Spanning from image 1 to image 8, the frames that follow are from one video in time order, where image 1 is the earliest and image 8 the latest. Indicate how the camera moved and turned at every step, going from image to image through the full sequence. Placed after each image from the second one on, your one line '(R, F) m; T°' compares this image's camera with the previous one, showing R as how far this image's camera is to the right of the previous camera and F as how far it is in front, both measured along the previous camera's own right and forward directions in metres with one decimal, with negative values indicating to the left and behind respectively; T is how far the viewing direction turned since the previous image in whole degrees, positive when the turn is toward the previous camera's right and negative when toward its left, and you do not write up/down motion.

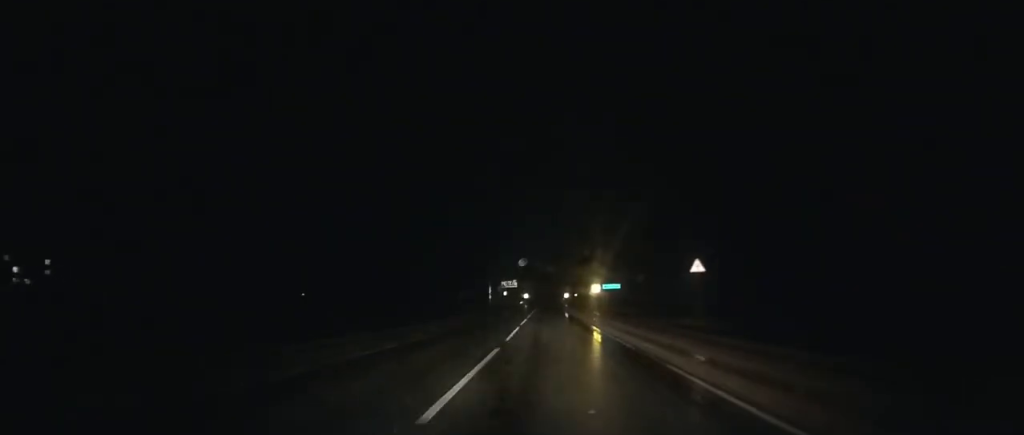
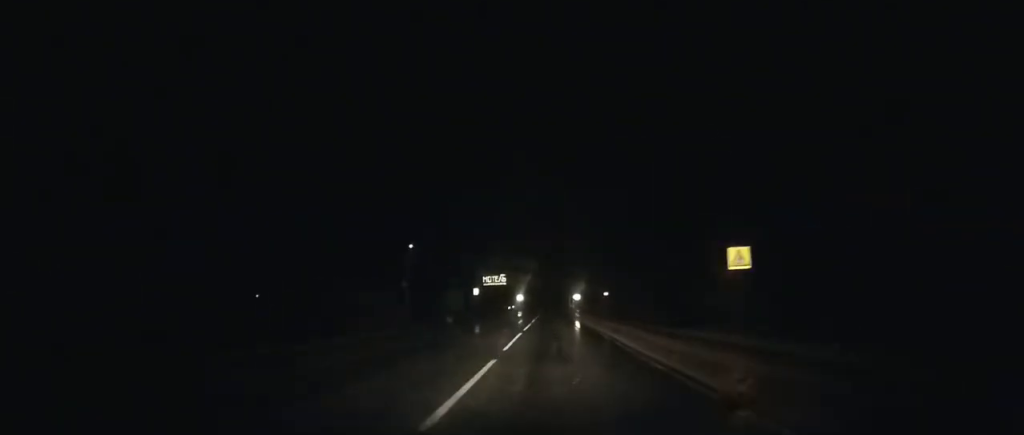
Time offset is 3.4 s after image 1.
(-0.8, +73.0) m; 0°
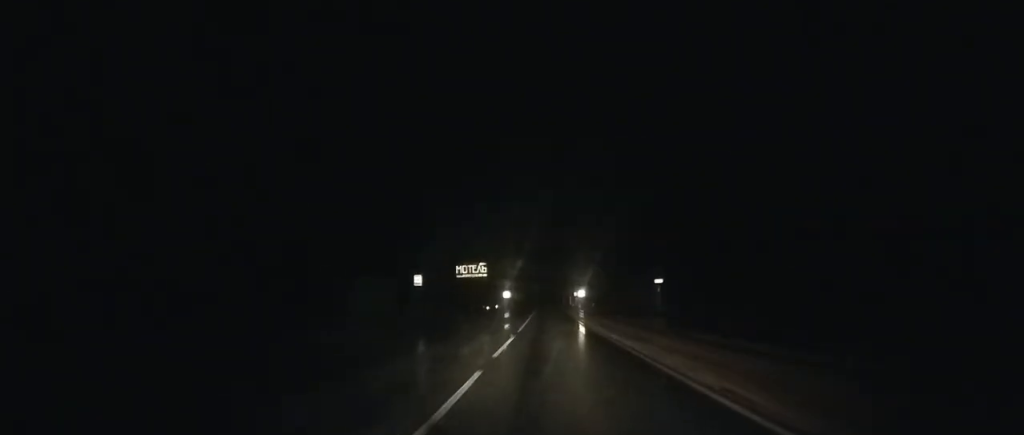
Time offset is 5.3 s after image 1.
(0.0, +39.2) m; 0°
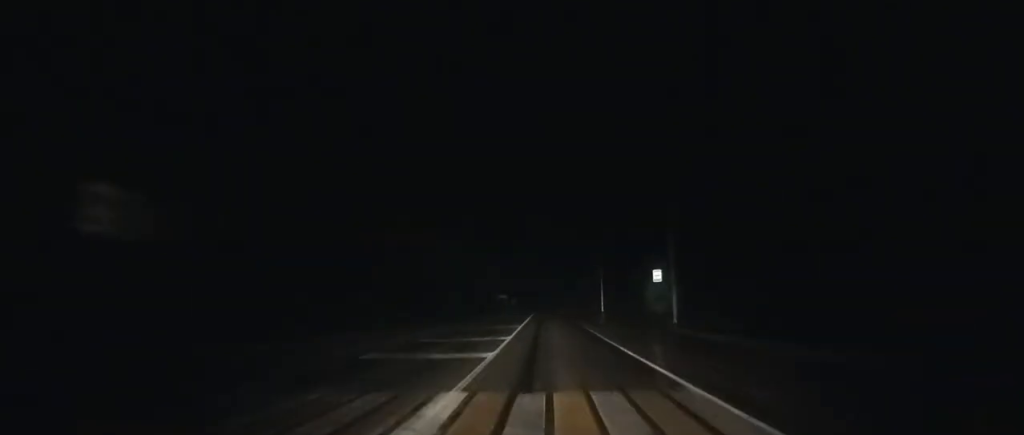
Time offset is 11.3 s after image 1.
(+1.1, +119.4) m; +1°
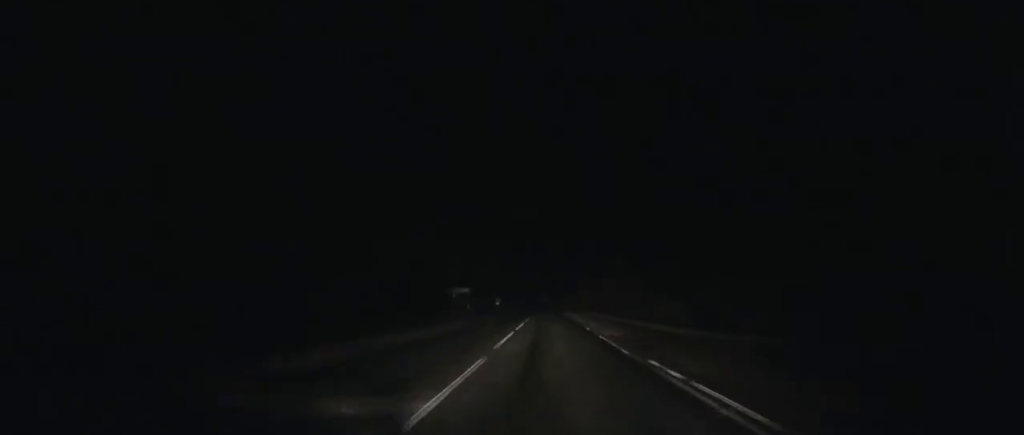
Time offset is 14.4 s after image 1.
(0.0, +65.2) m; 0°
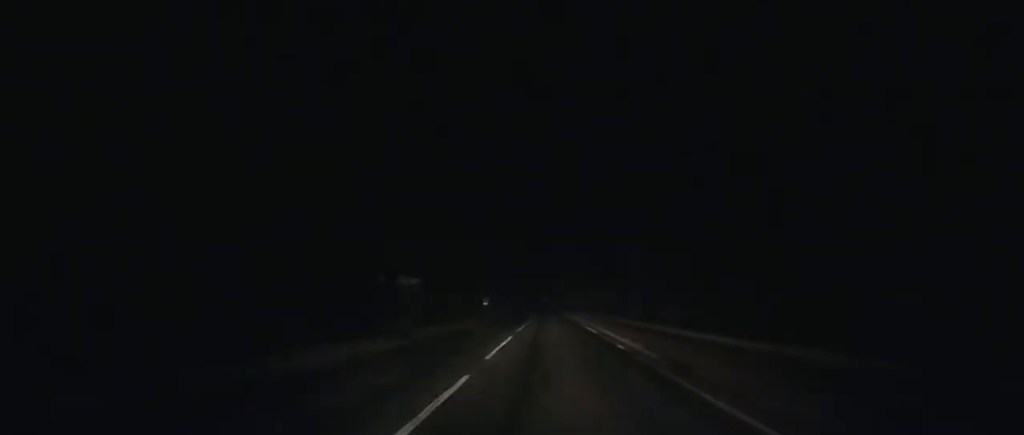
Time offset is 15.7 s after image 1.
(0.0, +28.0) m; 0°
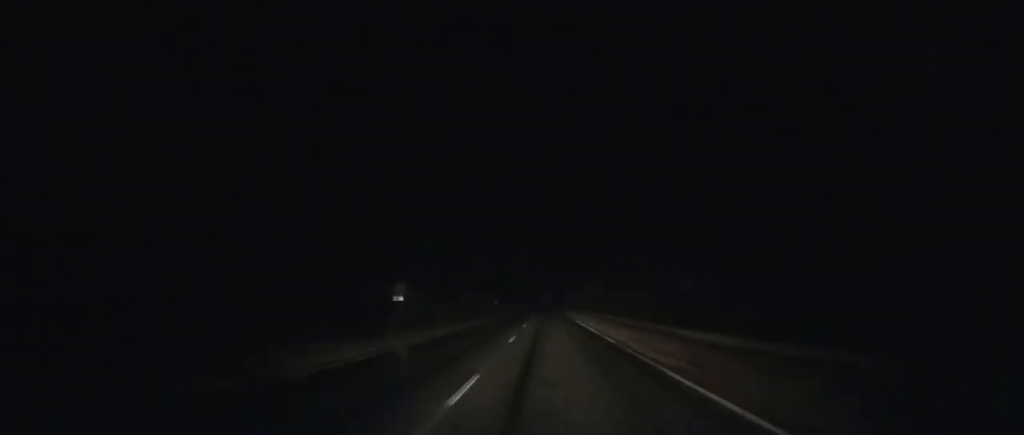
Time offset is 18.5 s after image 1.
(-0.1, +60.5) m; 0°
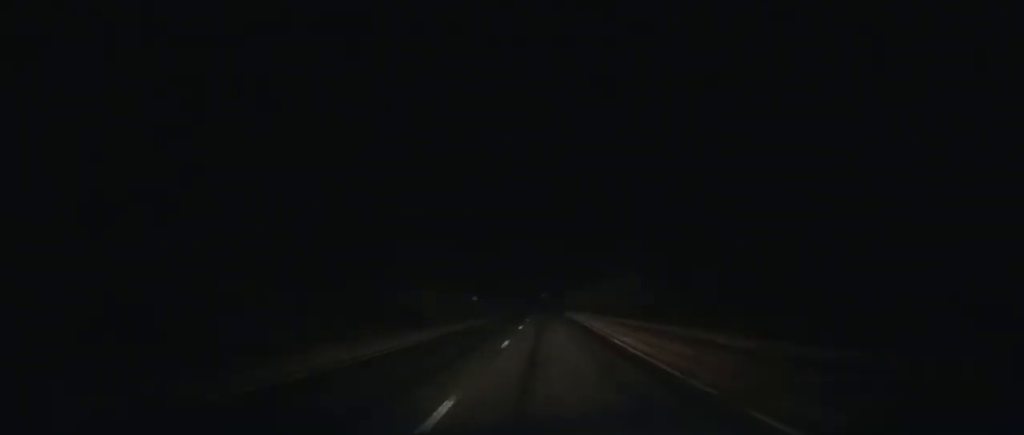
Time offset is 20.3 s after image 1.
(-0.1, +38.8) m; 0°
